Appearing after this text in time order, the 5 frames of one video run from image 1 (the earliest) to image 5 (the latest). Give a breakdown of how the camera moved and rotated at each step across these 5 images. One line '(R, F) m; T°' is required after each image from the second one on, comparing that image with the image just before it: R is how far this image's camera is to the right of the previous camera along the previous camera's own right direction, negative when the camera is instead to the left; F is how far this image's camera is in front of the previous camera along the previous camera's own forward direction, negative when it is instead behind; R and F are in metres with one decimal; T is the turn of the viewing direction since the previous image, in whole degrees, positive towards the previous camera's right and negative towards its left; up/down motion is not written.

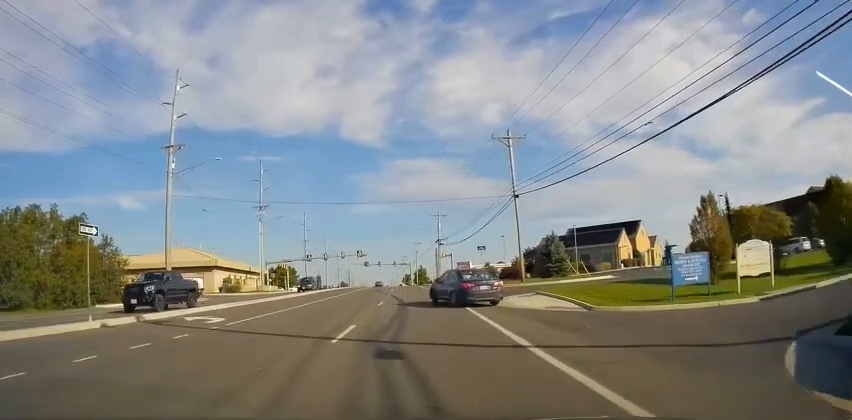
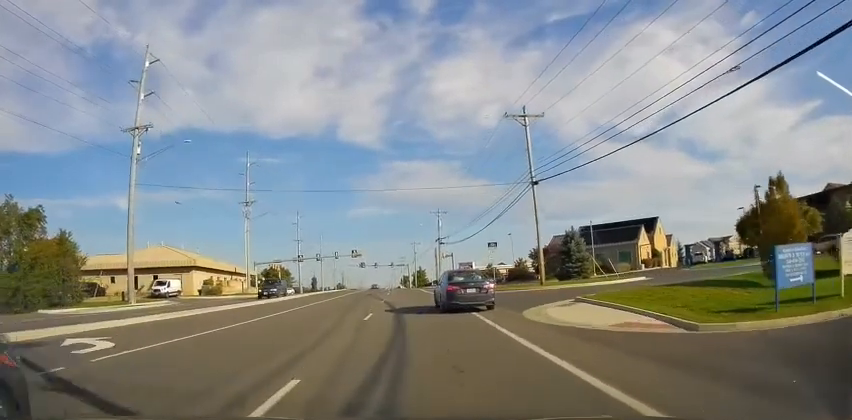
(+0.2, +8.6) m; +1°
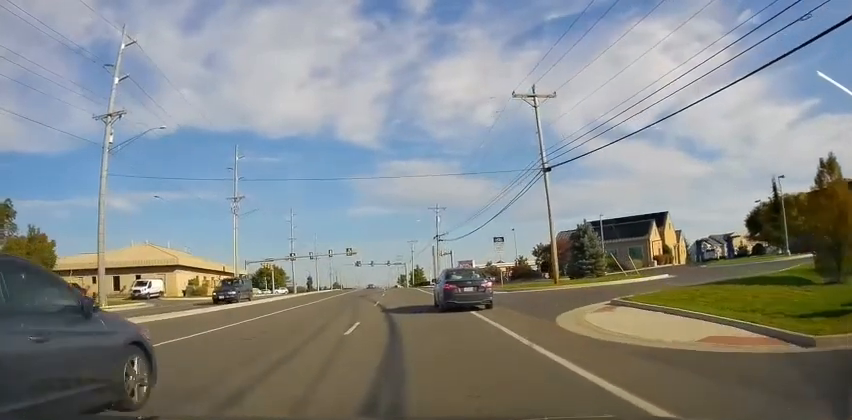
(0.0, +4.7) m; 0°
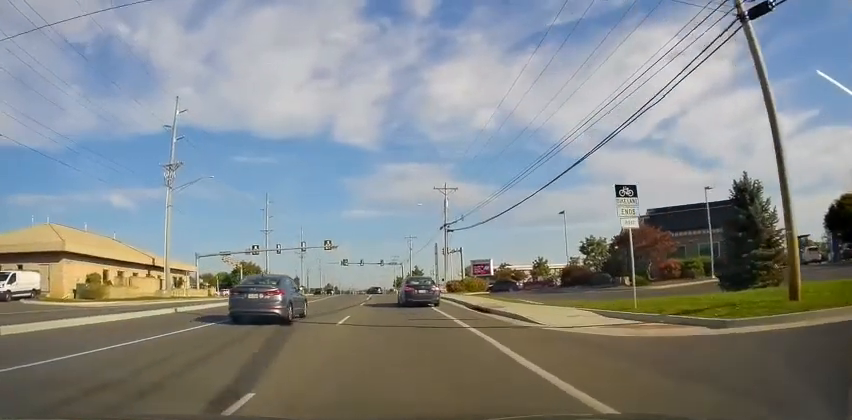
(+0.4, +22.6) m; 0°
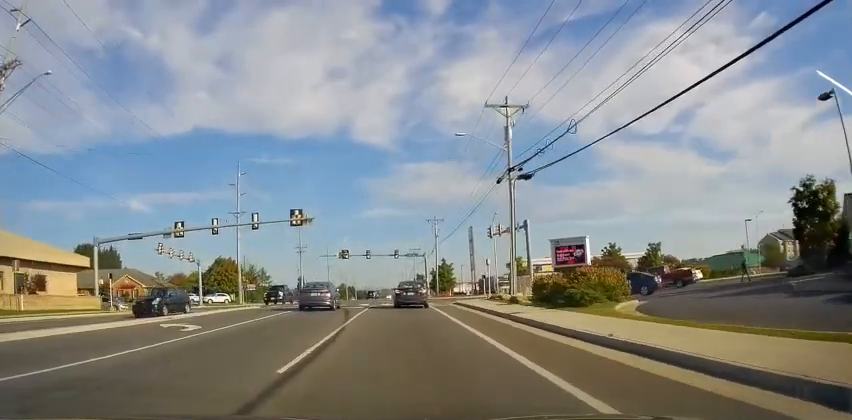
(-1.1, +27.1) m; -1°
